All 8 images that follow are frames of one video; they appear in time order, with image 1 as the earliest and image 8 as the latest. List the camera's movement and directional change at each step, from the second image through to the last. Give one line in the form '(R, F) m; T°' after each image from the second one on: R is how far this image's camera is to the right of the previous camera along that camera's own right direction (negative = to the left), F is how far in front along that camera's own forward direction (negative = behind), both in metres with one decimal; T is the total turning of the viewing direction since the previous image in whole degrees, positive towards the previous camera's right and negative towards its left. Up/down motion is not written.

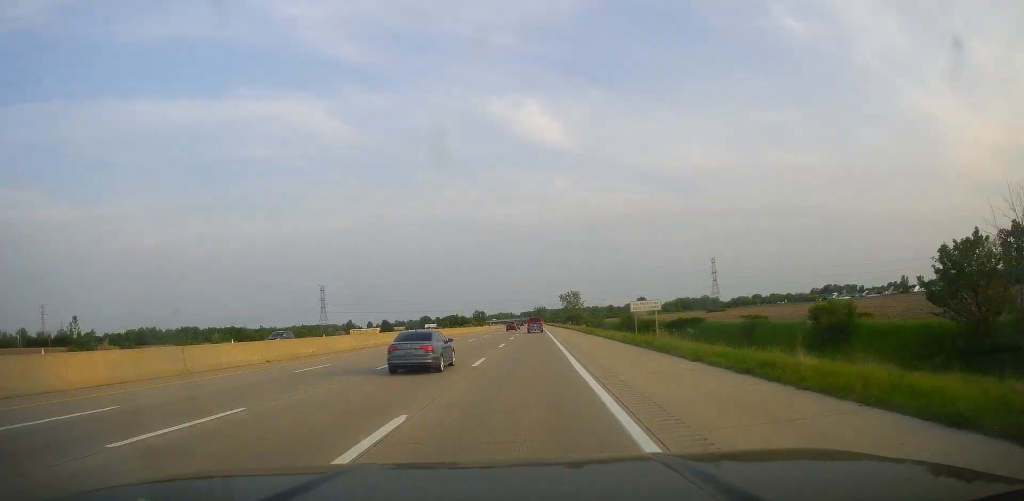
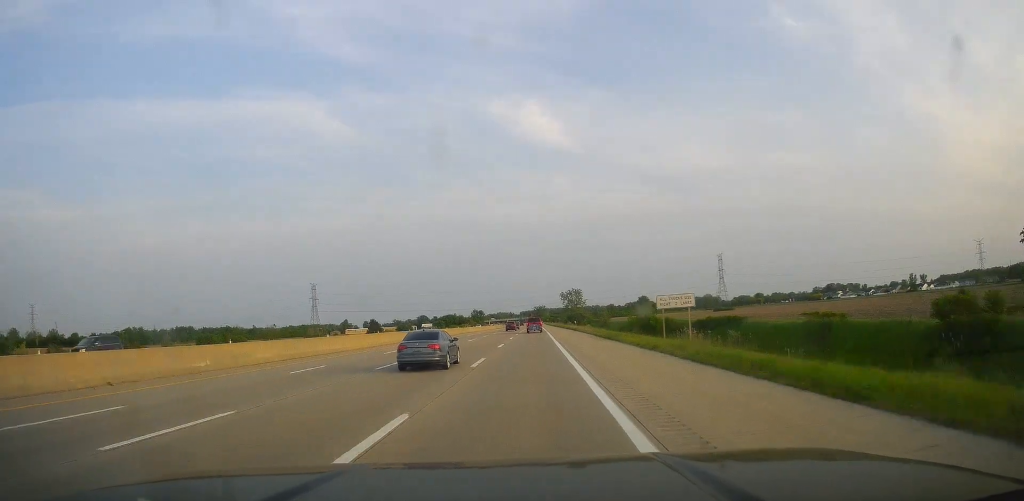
(-0.1, +15.3) m; 0°
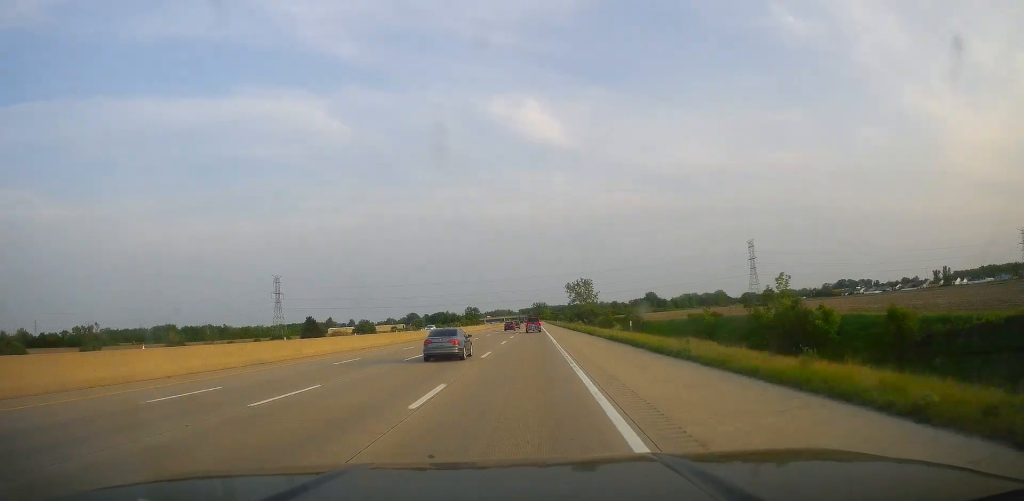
(0.0, +56.0) m; +1°
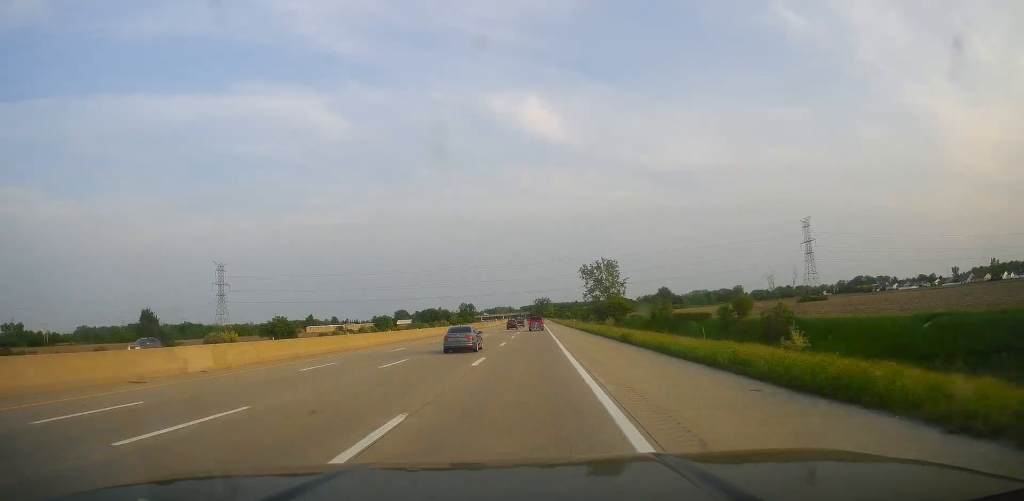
(+0.1, +65.6) m; 0°
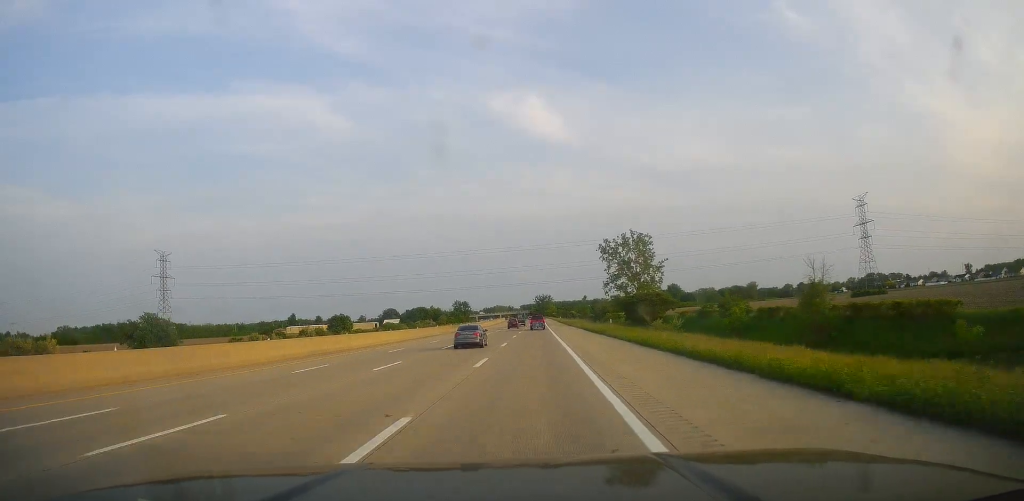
(+0.4, +47.3) m; 0°
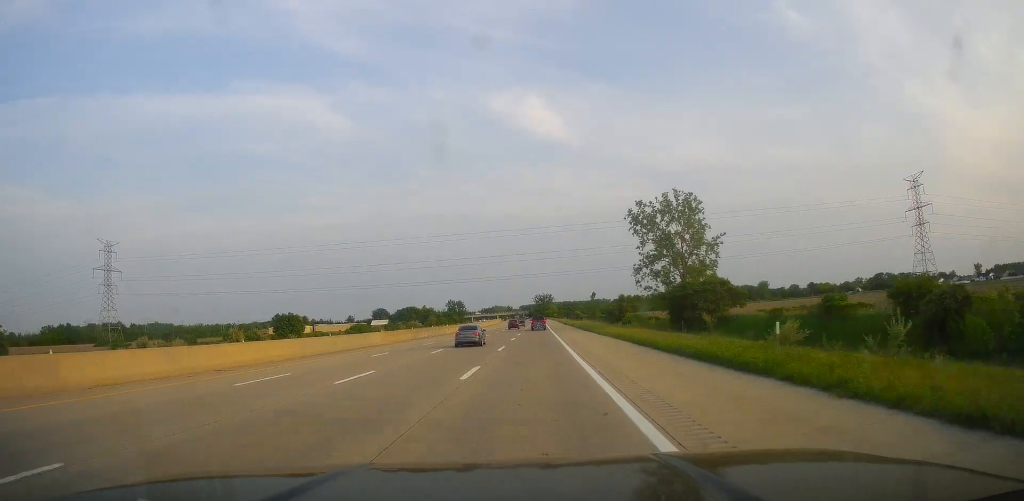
(-0.4, +35.2) m; 0°
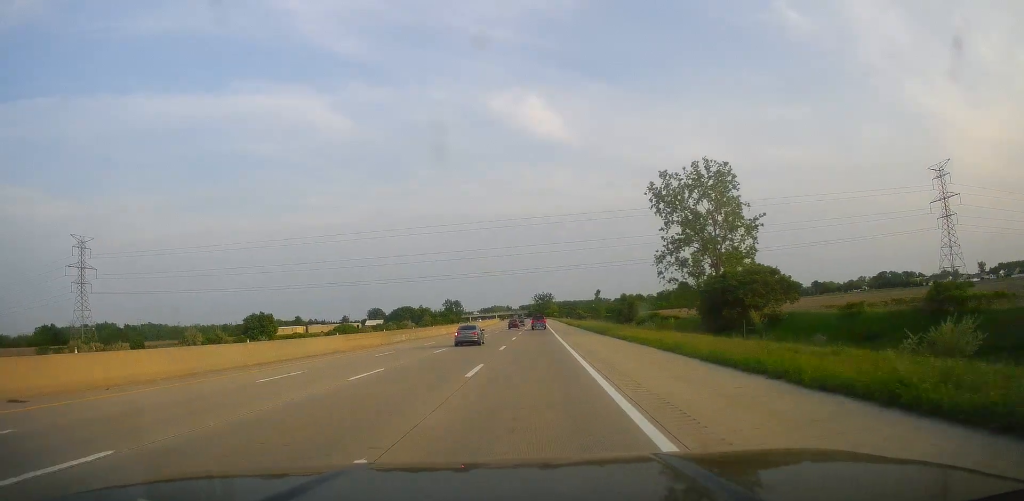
(+0.2, +14.3) m; 0°
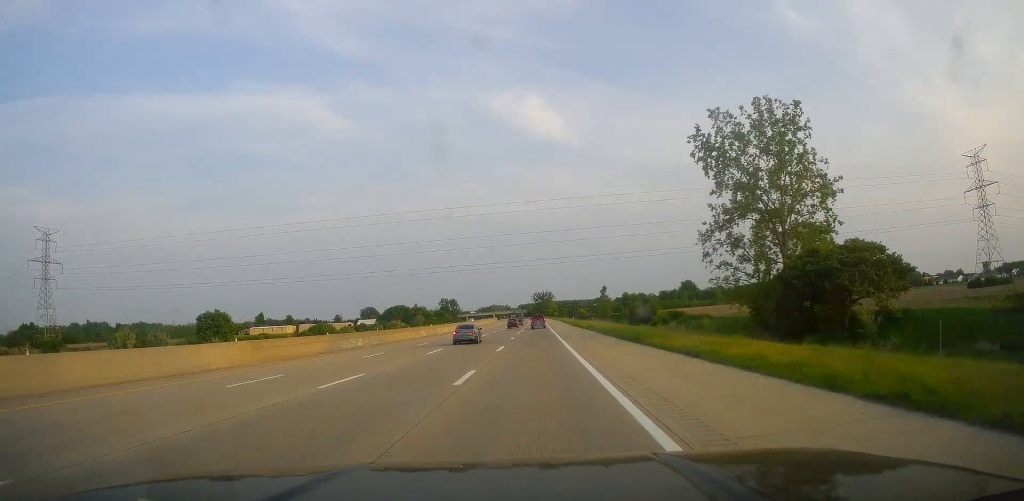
(-0.1, +17.5) m; 0°
